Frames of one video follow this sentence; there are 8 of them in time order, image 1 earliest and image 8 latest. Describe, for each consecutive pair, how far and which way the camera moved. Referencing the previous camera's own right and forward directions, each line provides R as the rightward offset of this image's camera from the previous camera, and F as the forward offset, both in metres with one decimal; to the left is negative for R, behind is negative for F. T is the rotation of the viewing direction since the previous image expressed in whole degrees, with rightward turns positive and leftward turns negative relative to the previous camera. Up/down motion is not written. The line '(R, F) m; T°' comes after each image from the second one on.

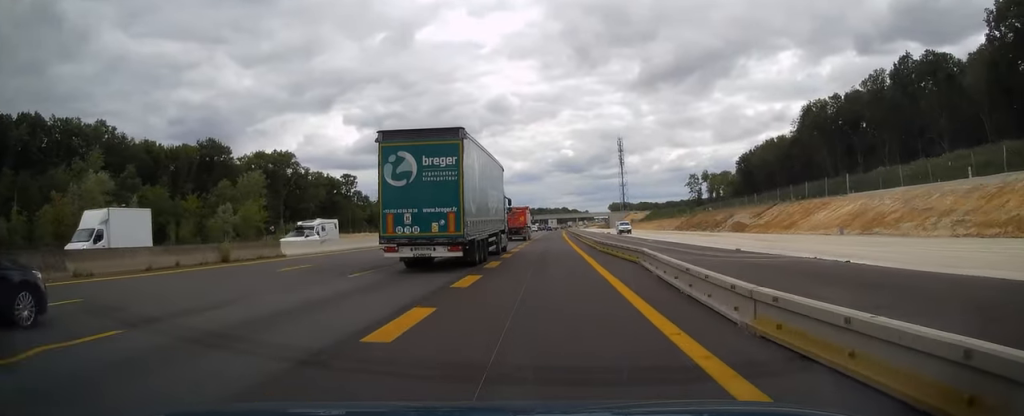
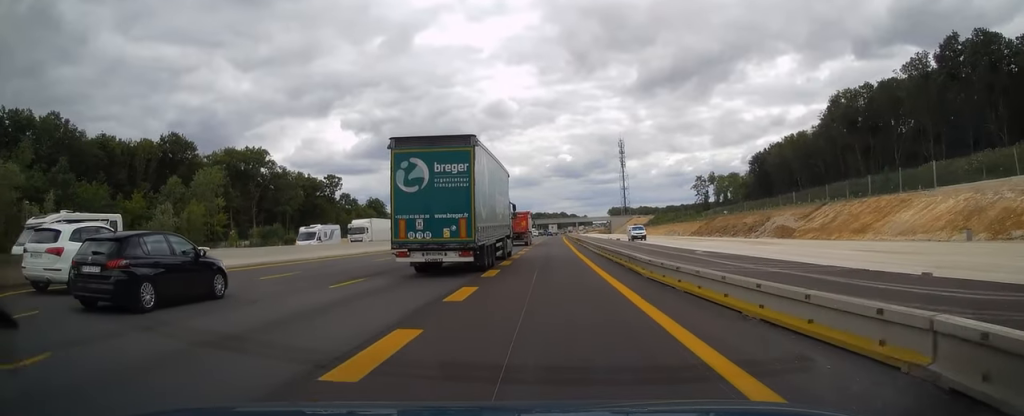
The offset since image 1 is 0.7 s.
(0.0, +14.8) m; 0°
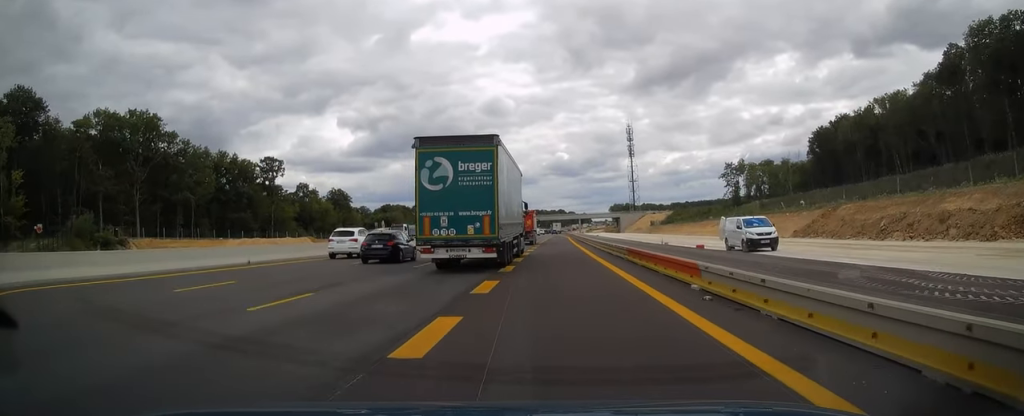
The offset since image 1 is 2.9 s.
(+0.1, +44.9) m; -1°
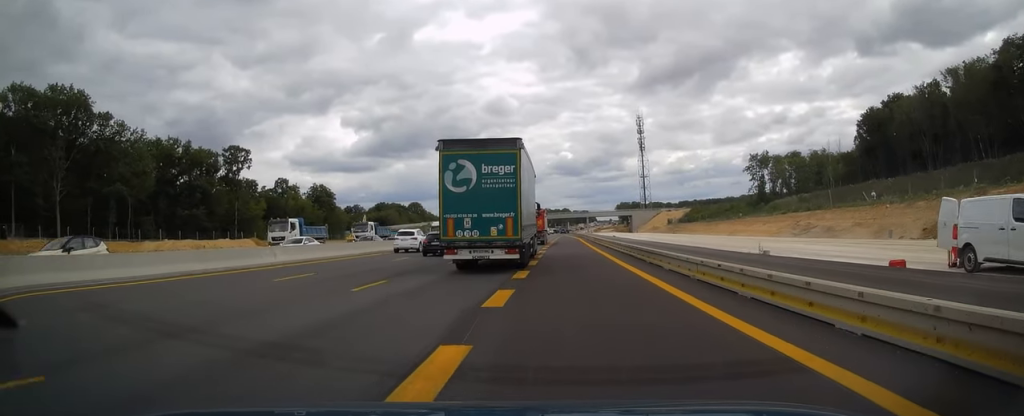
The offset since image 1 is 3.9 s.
(-0.1, +21.5) m; 0°
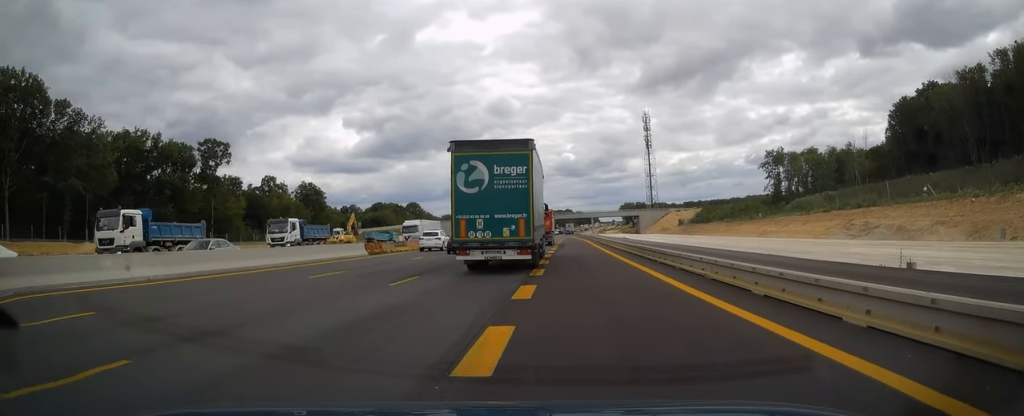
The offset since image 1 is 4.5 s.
(0.0, +11.5) m; 0°
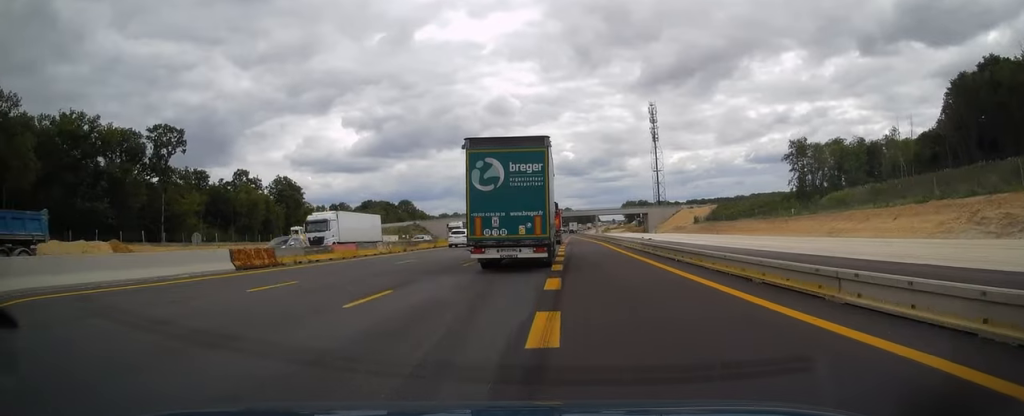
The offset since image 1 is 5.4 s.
(0.0, +18.0) m; 0°
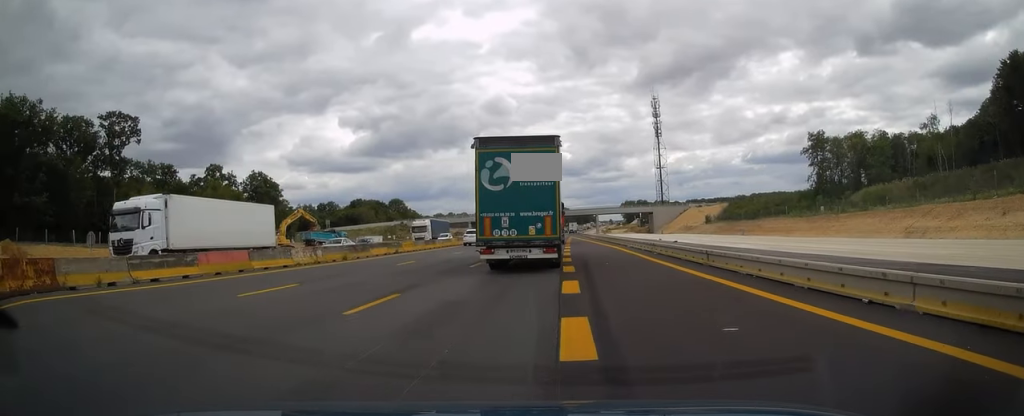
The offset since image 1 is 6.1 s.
(0.0, +13.7) m; 0°
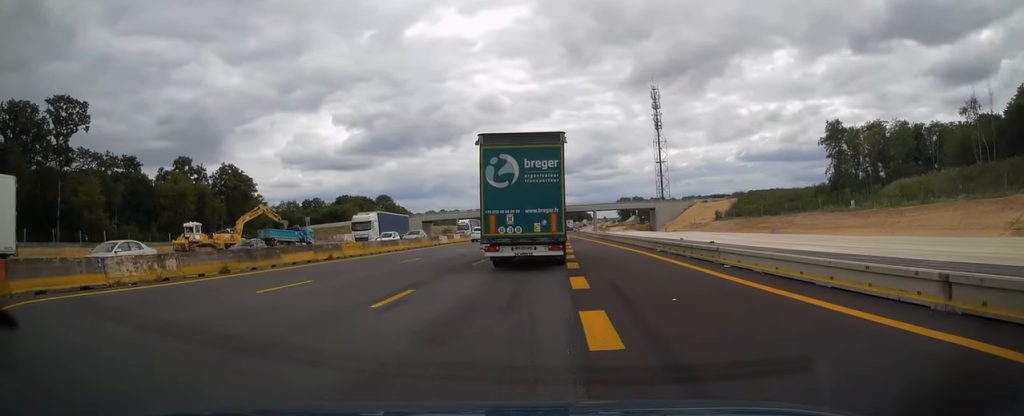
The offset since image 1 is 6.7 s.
(0.0, +12.7) m; 0°
